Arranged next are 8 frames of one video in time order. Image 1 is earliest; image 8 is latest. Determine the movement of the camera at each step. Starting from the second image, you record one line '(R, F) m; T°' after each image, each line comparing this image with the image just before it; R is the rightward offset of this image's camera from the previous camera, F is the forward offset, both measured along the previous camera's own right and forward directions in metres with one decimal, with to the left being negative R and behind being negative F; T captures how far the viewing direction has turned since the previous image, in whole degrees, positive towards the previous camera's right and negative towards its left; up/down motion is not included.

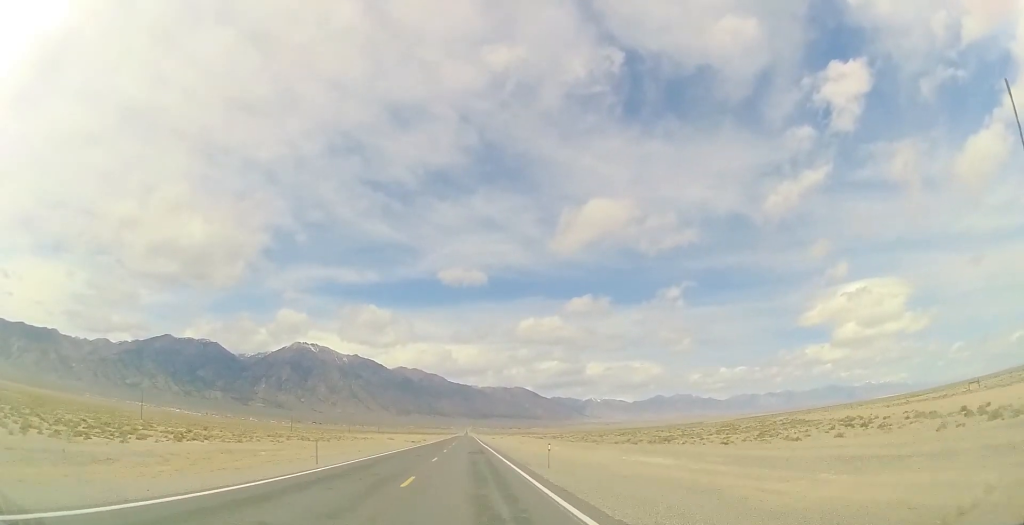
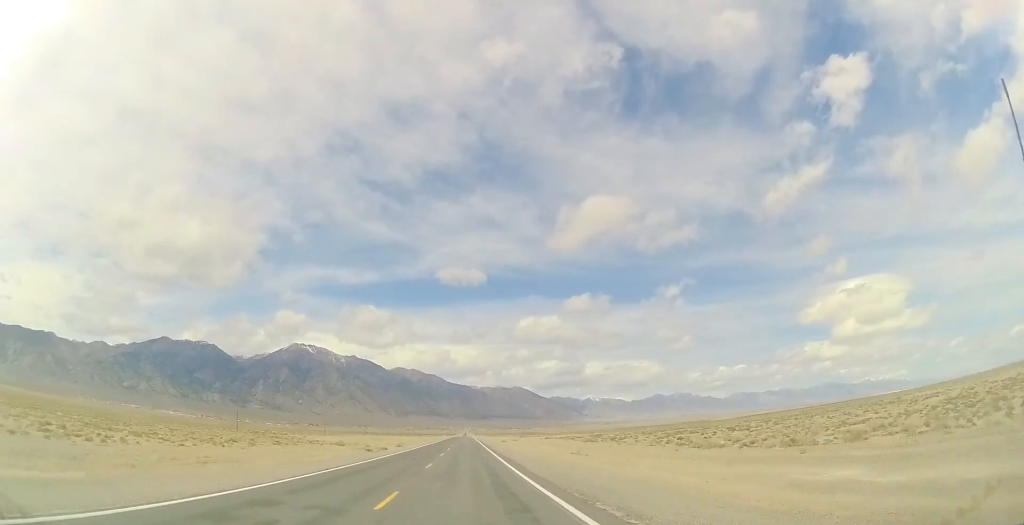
(-0.4, +44.9) m; -1°
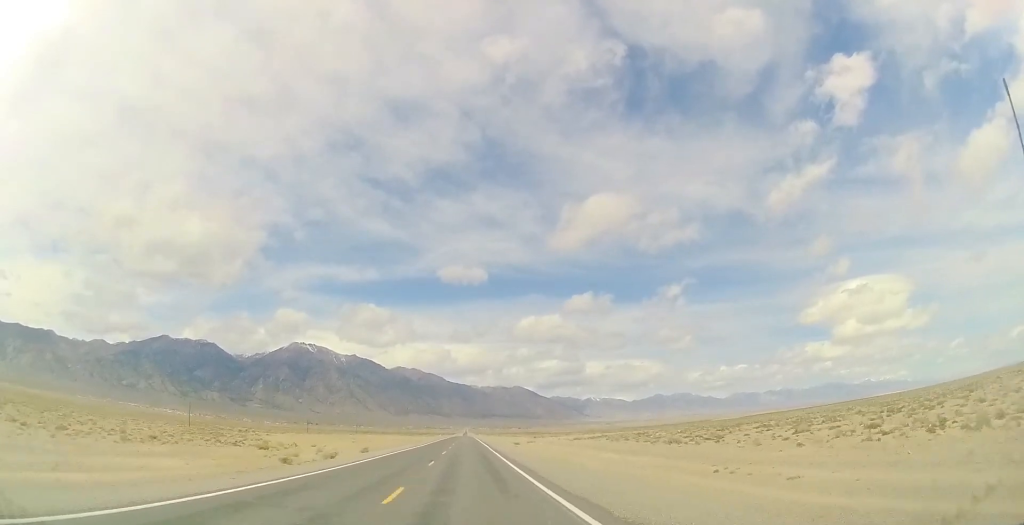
(0.0, +26.6) m; 0°
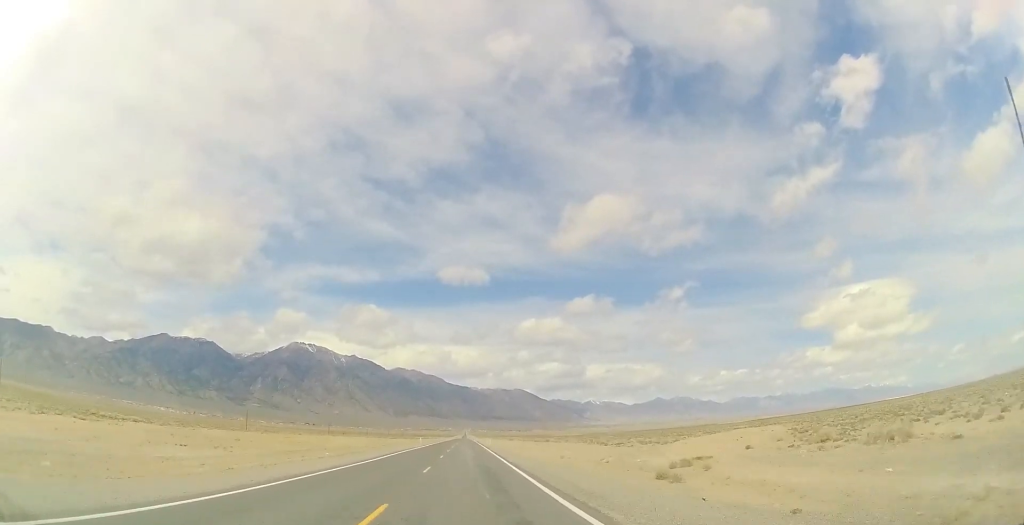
(0.0, +57.9) m; 0°
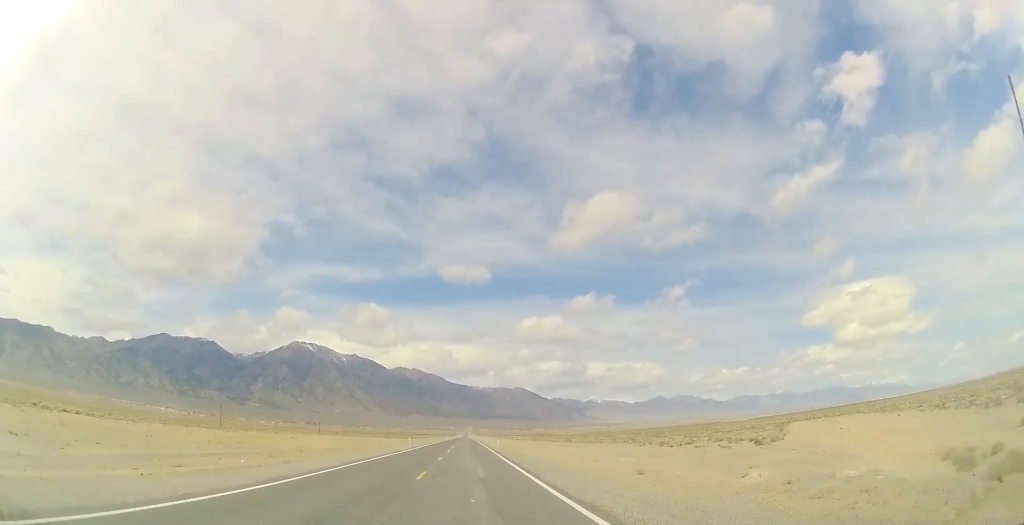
(-0.1, +17.5) m; 0°
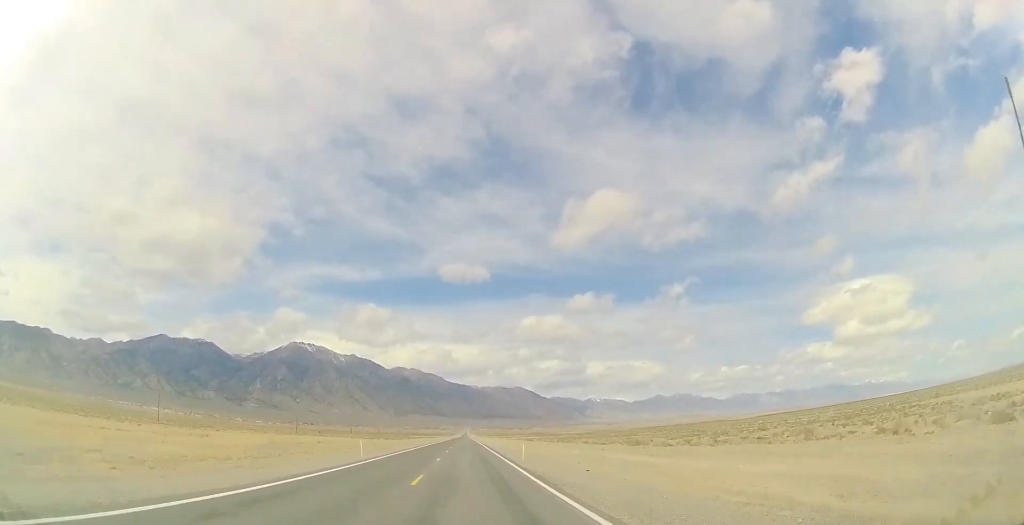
(-0.1, +29.1) m; +1°
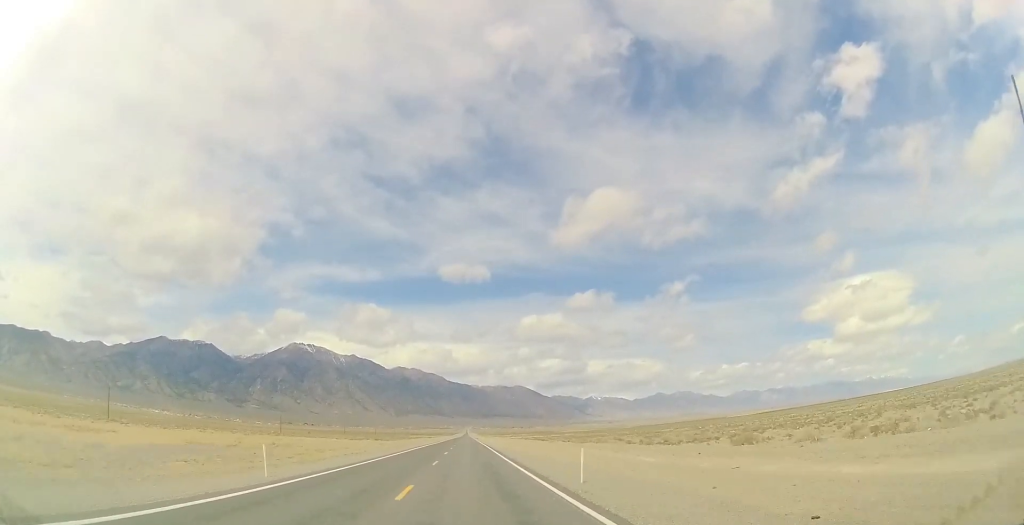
(+0.3, +17.5) m; +1°
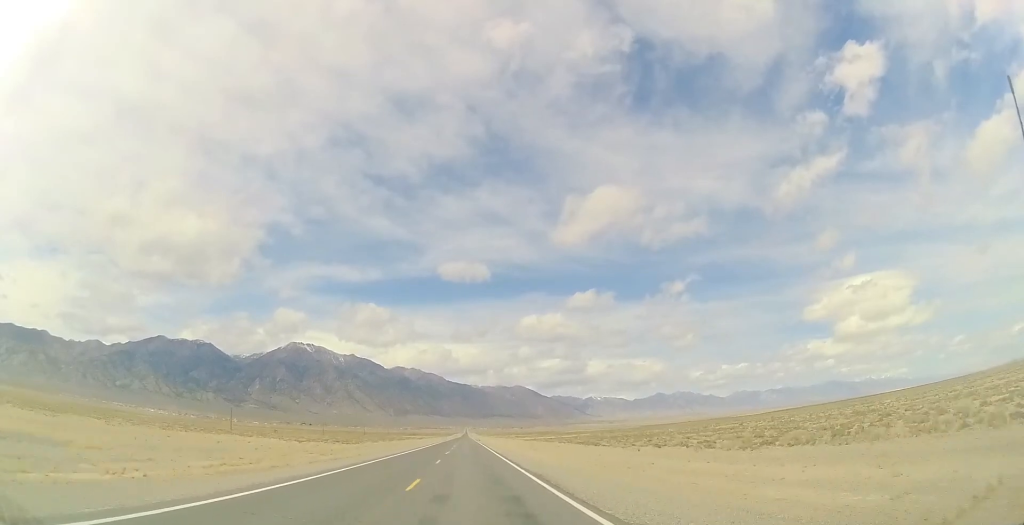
(+0.2, +38.5) m; 0°
